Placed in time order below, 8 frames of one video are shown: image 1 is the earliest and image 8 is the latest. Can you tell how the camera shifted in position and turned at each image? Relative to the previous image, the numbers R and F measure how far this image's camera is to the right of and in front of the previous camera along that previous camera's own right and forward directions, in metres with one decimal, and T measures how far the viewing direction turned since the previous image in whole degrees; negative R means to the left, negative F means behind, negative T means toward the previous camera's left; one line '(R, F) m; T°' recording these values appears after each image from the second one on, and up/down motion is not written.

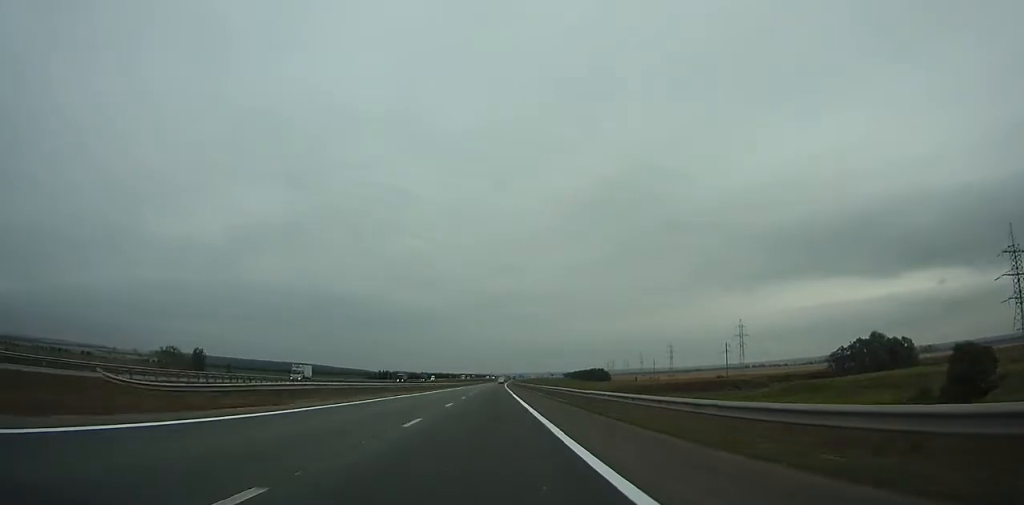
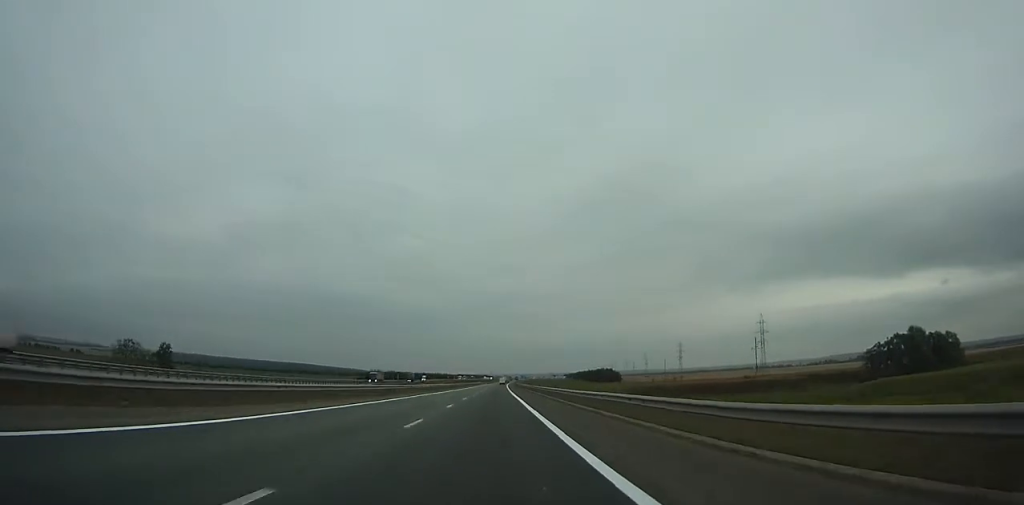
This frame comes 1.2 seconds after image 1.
(0.0, +35.9) m; 0°
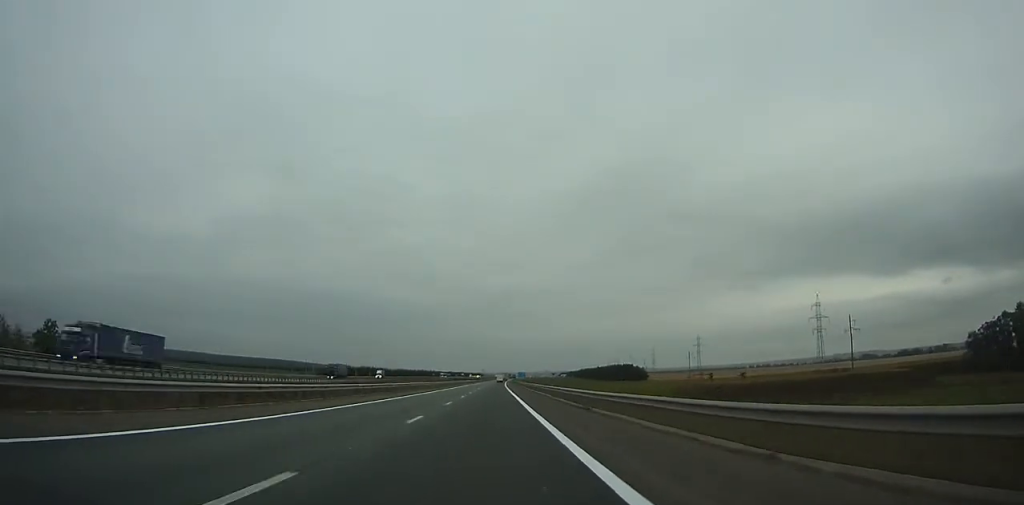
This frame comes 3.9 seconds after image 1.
(+0.1, +80.4) m; 0°
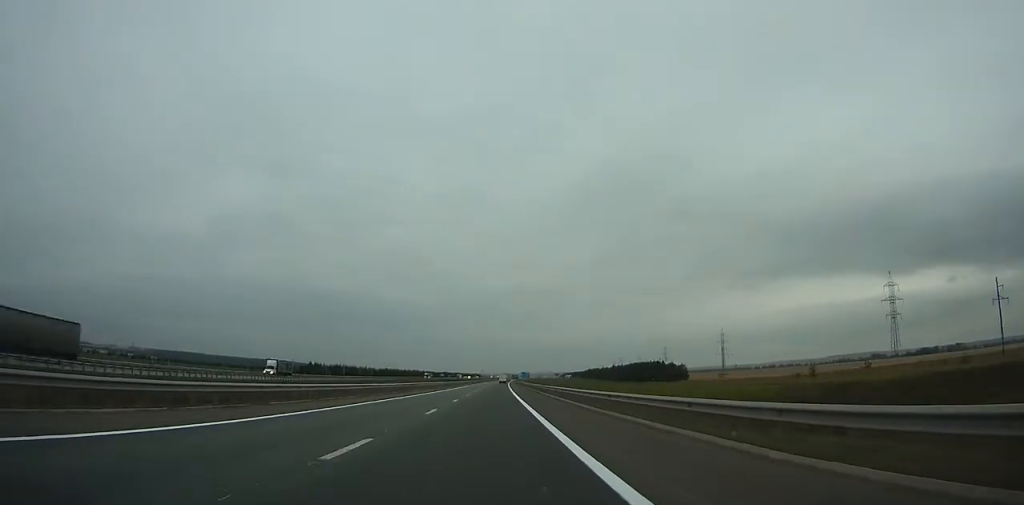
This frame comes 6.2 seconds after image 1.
(+0.3, +67.2) m; 0°
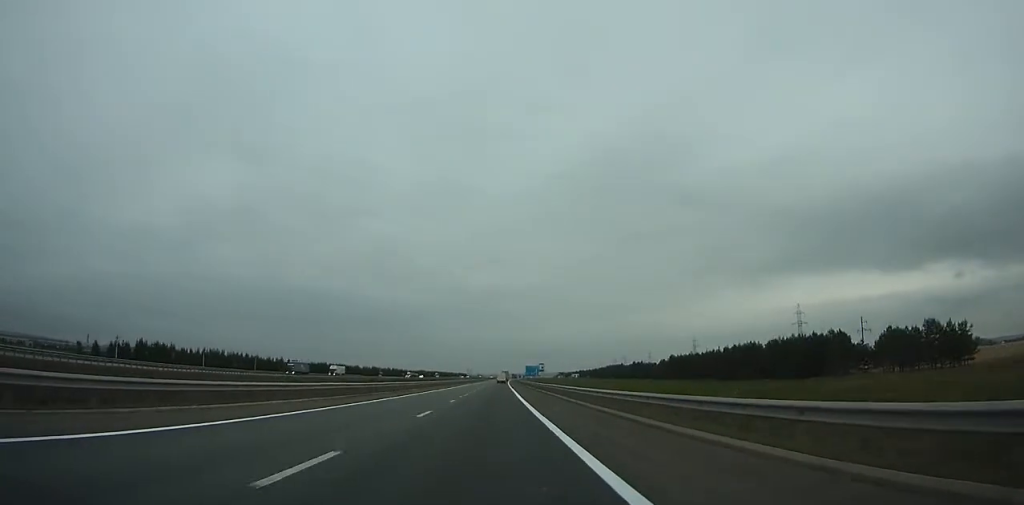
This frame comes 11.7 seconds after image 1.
(+1.2, +152.9) m; +1°
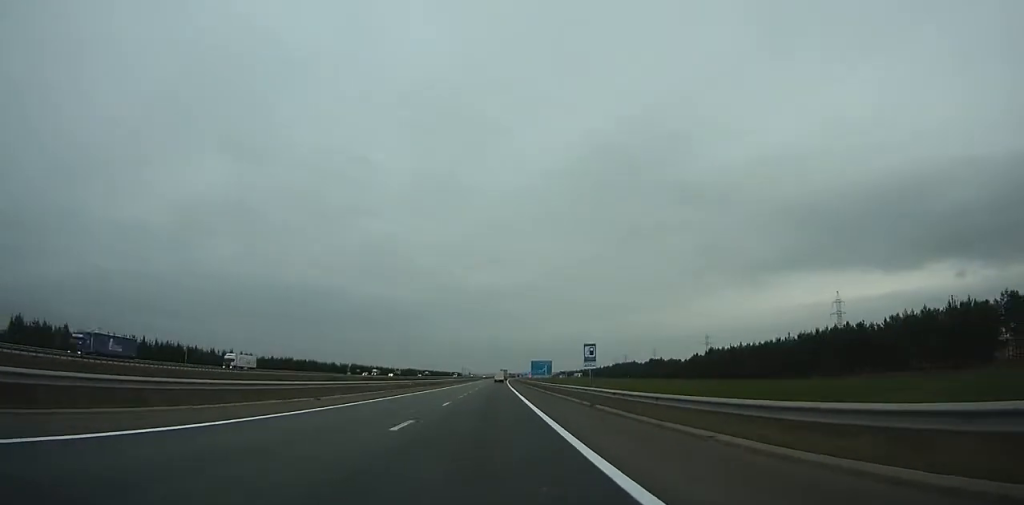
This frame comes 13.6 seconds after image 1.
(+0.1, +50.1) m; 0°
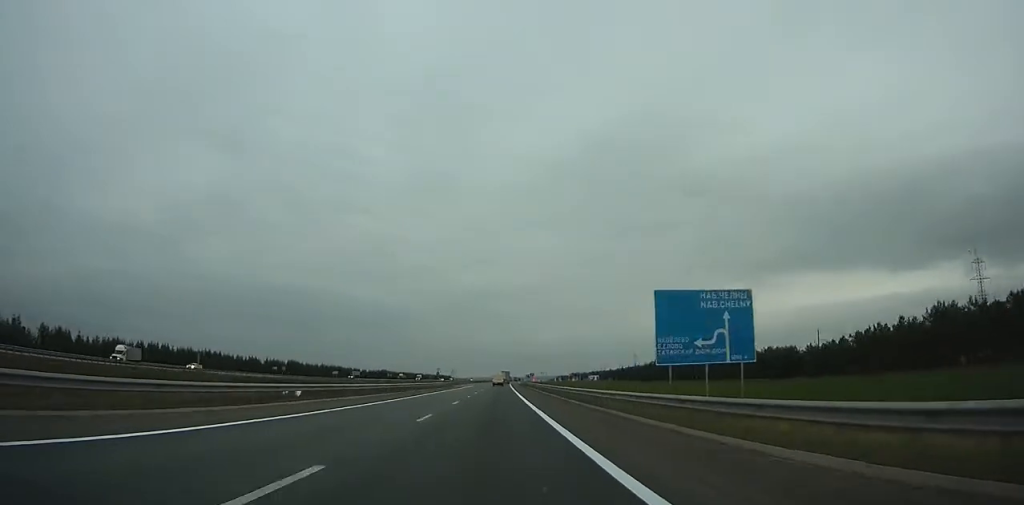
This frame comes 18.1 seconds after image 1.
(+0.7, +117.3) m; +1°
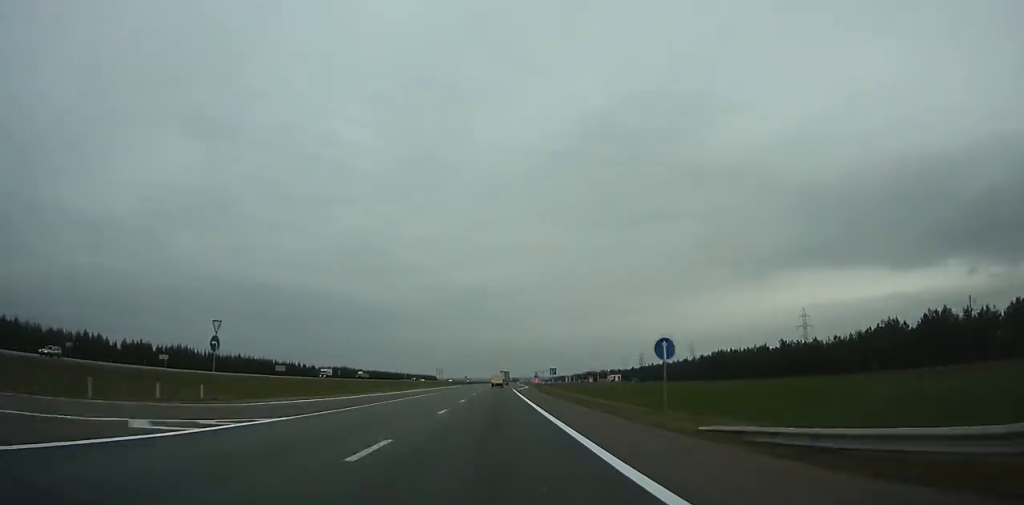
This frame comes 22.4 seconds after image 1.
(+0.5, +107.2) m; +1°
